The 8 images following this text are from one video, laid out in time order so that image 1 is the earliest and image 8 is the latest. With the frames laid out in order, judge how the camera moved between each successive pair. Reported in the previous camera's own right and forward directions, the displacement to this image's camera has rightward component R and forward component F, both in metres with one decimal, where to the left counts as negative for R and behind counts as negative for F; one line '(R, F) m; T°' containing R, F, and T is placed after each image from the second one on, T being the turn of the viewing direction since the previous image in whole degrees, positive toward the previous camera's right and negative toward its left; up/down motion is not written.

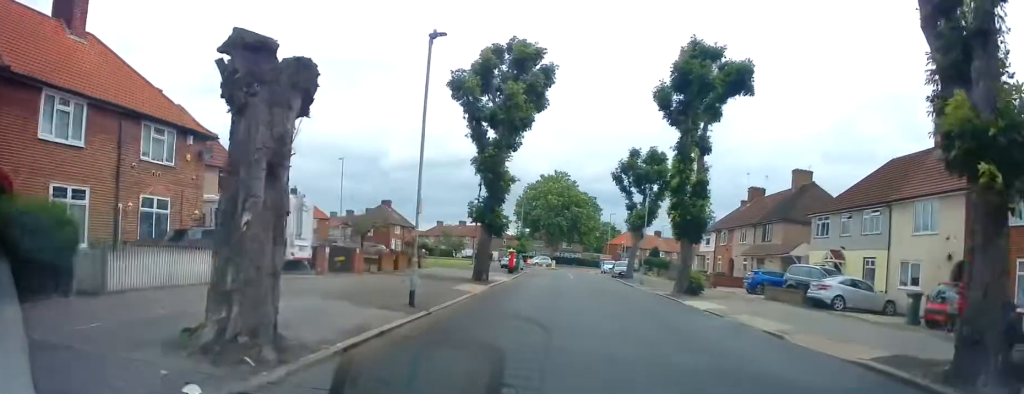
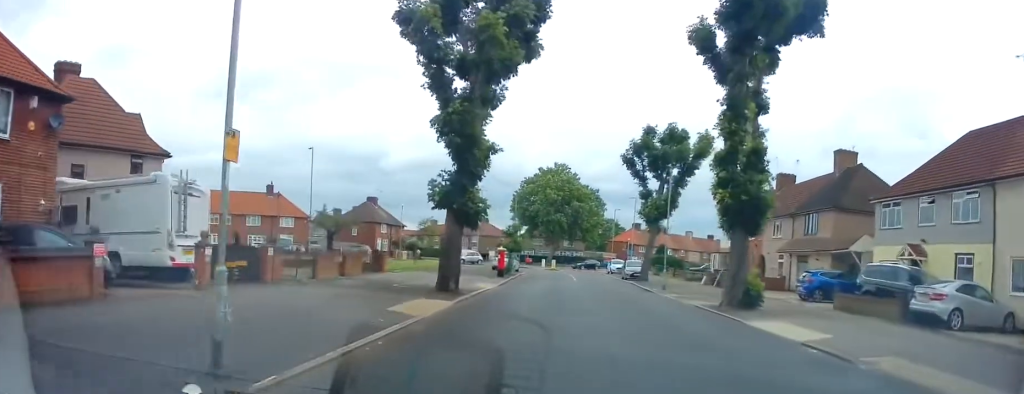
(+0.2, +7.8) m; +1°
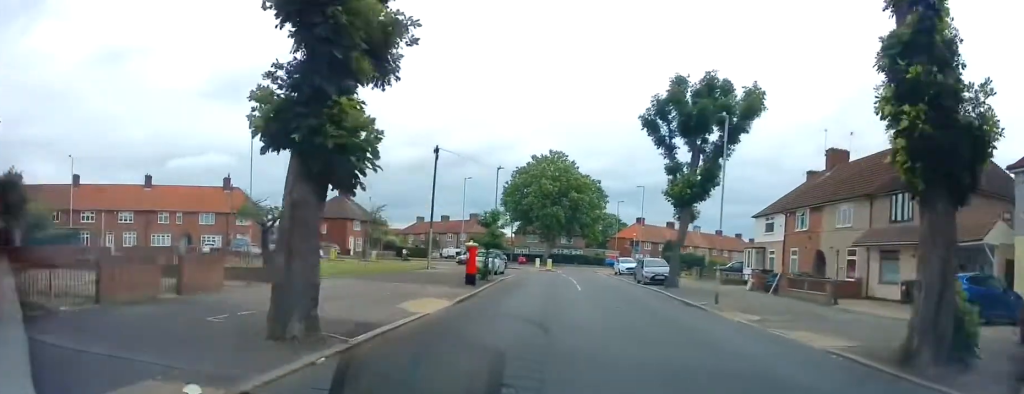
(-0.2, +10.6) m; 0°
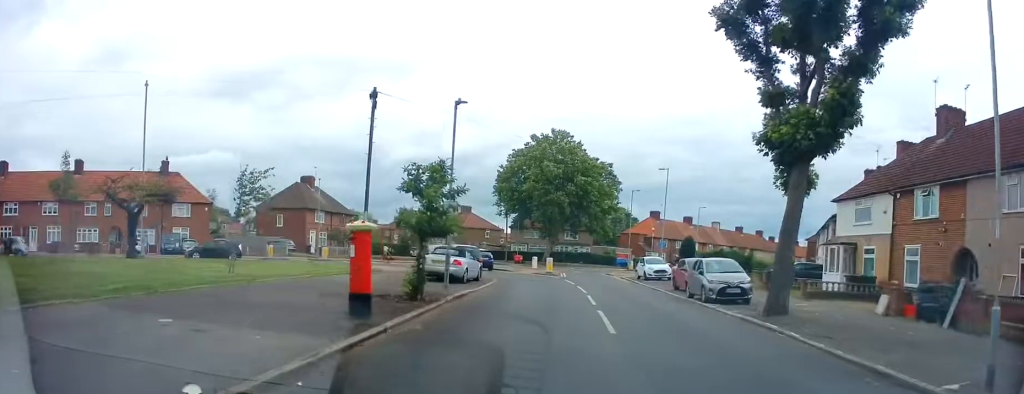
(+0.6, +13.2) m; +2°
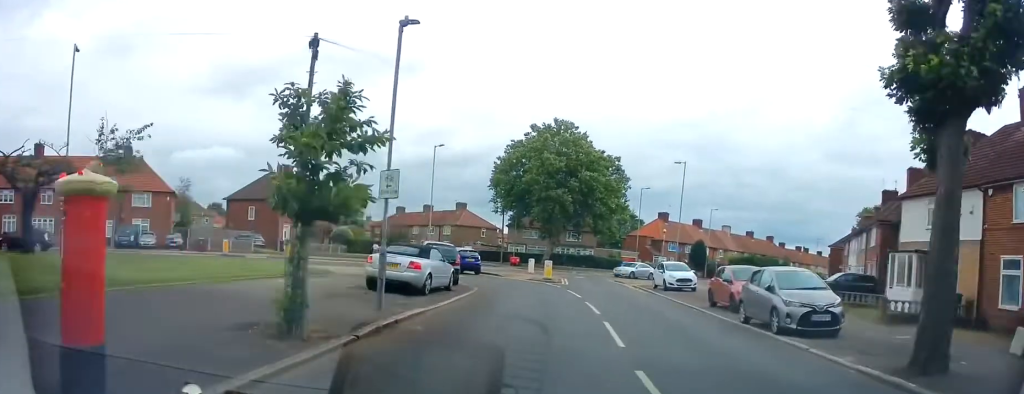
(-0.1, +6.5) m; -4°
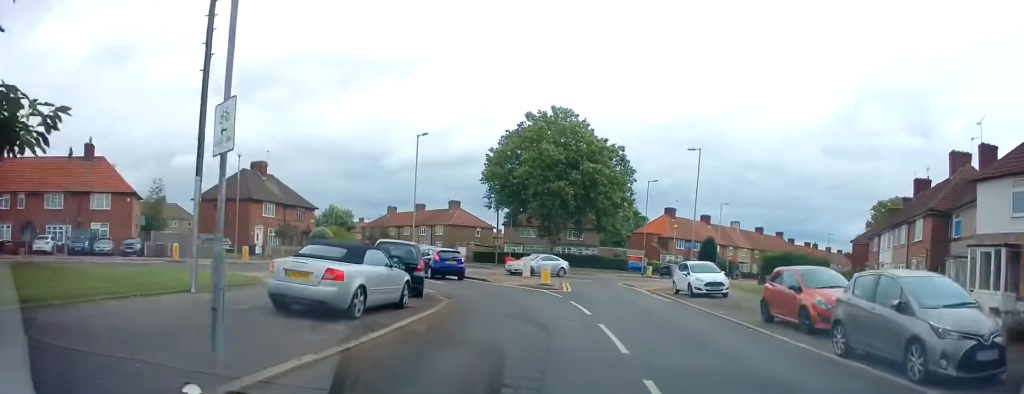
(-0.4, +5.6) m; -1°
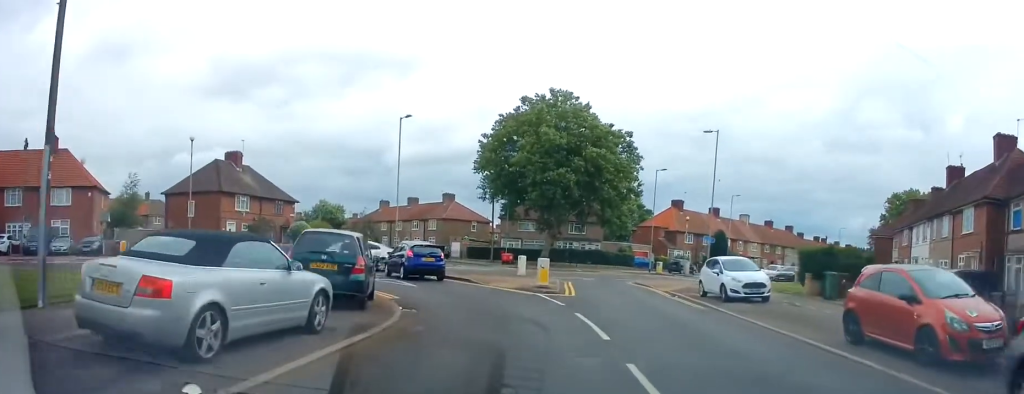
(+0.2, +4.9) m; +3°
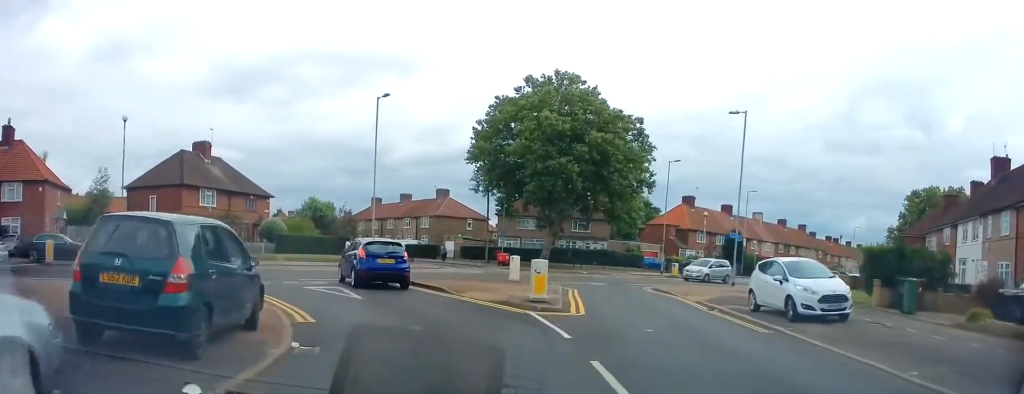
(+0.2, +5.8) m; -2°
